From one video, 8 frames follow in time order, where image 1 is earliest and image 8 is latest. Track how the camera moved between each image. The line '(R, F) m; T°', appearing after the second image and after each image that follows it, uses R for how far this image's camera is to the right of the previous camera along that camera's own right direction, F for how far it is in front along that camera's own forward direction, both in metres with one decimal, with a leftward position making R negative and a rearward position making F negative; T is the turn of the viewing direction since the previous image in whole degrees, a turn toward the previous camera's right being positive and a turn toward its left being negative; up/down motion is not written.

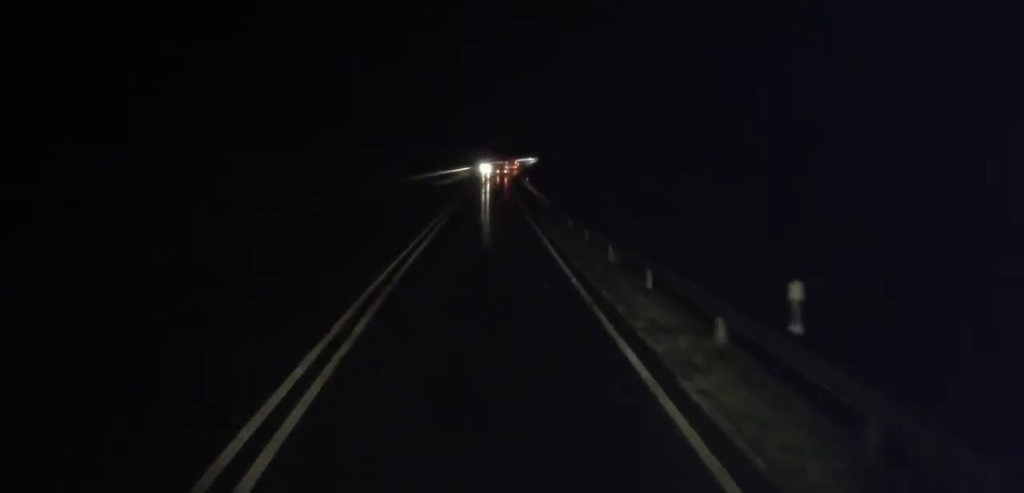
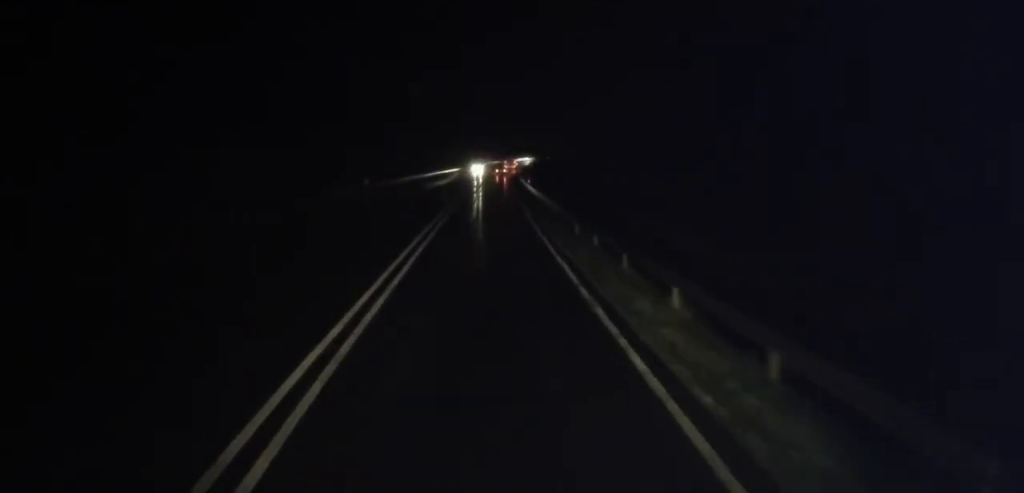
(+0.1, +5.0) m; -1°
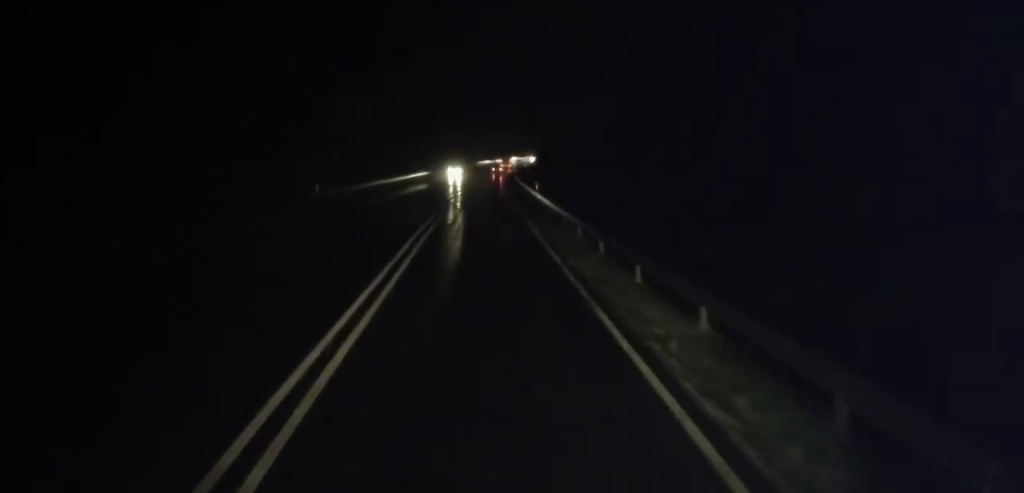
(-0.3, +12.4) m; -1°
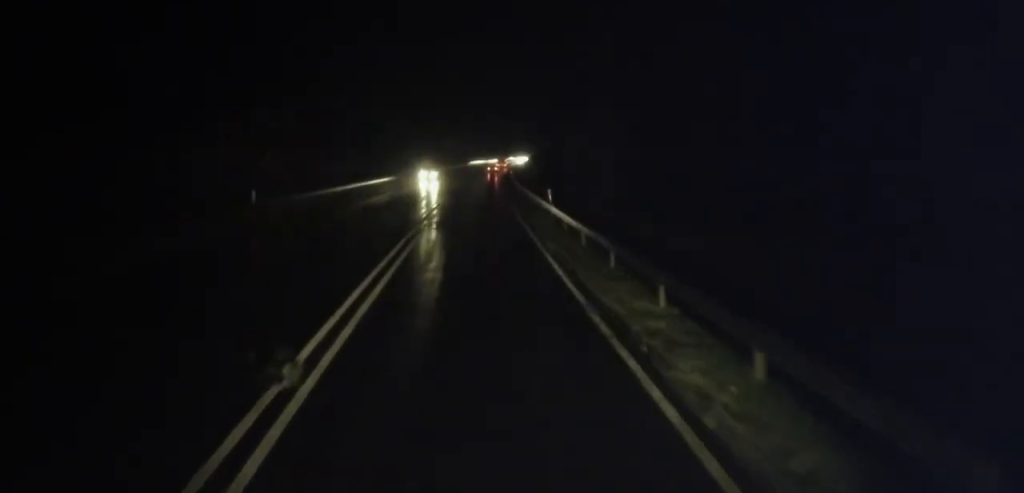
(0.0, +9.4) m; 0°
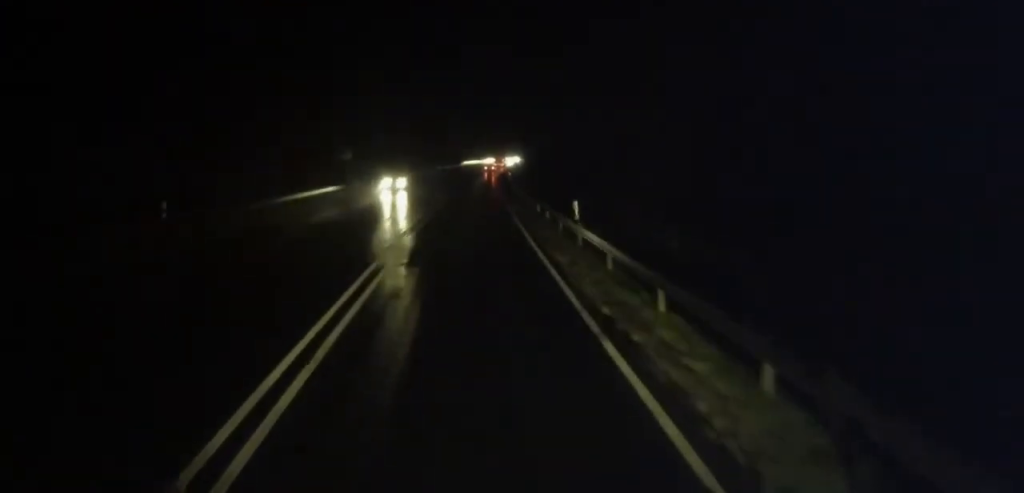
(0.0, +7.9) m; +1°
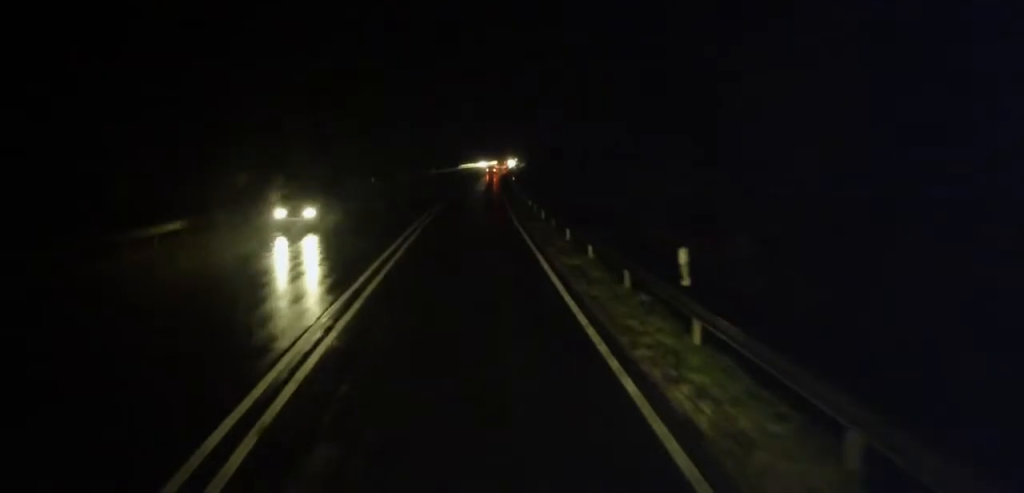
(+0.1, +9.4) m; +1°
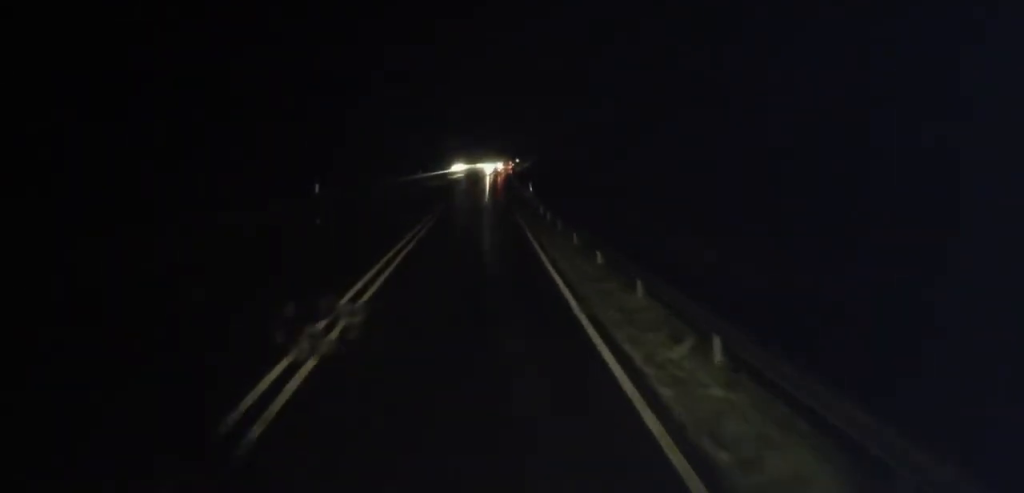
(+0.4, +19.7) m; +1°
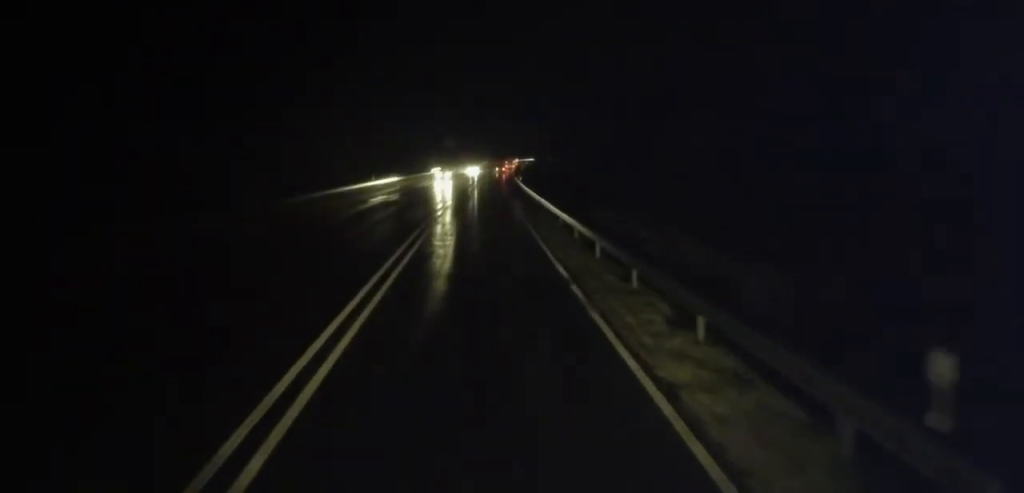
(-0.4, +33.5) m; 0°
